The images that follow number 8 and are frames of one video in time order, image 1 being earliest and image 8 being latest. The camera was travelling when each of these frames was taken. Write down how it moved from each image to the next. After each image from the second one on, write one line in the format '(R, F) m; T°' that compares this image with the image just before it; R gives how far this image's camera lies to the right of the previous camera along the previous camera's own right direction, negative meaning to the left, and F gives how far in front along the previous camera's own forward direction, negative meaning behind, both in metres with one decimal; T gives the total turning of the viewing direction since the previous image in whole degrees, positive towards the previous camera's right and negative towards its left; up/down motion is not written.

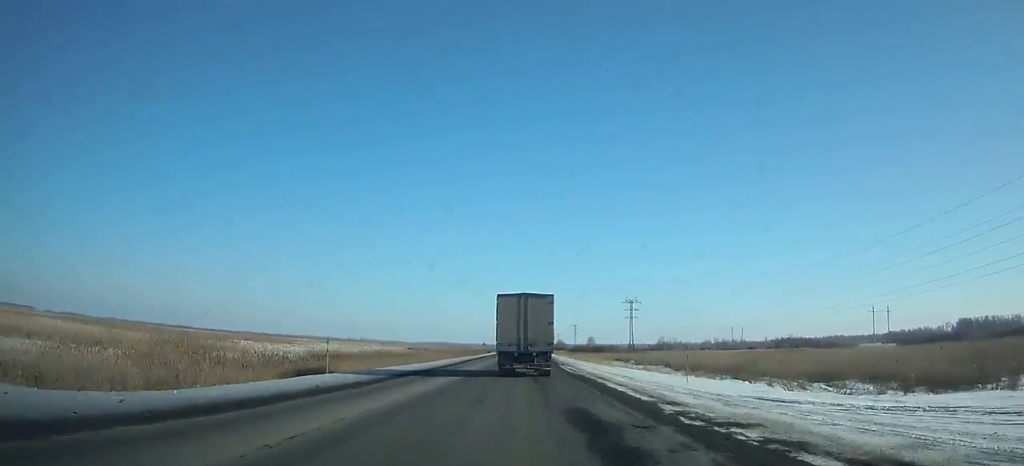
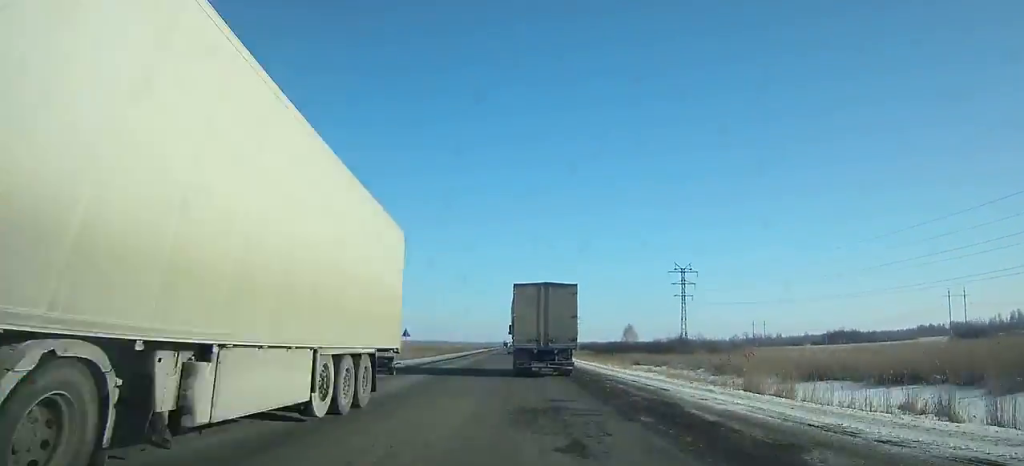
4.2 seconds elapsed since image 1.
(+0.3, +90.0) m; 0°
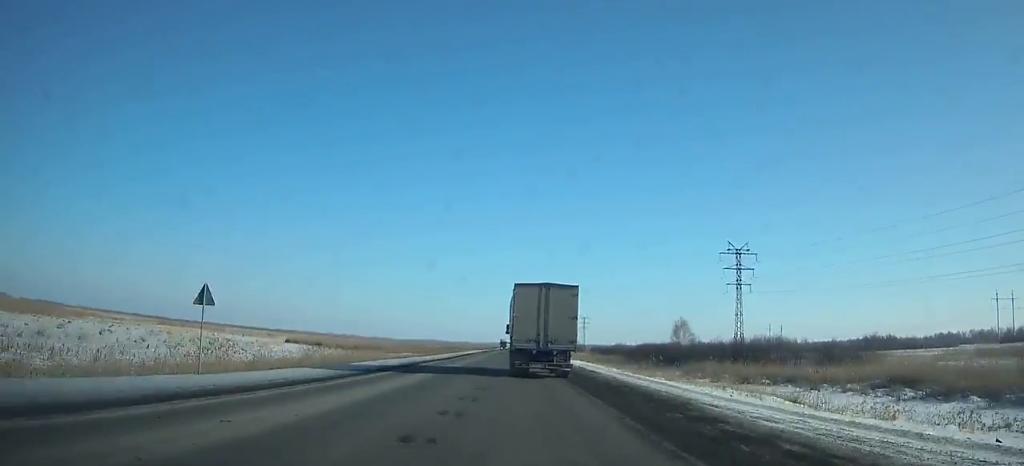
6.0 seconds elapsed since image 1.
(+0.1, +37.7) m; 0°
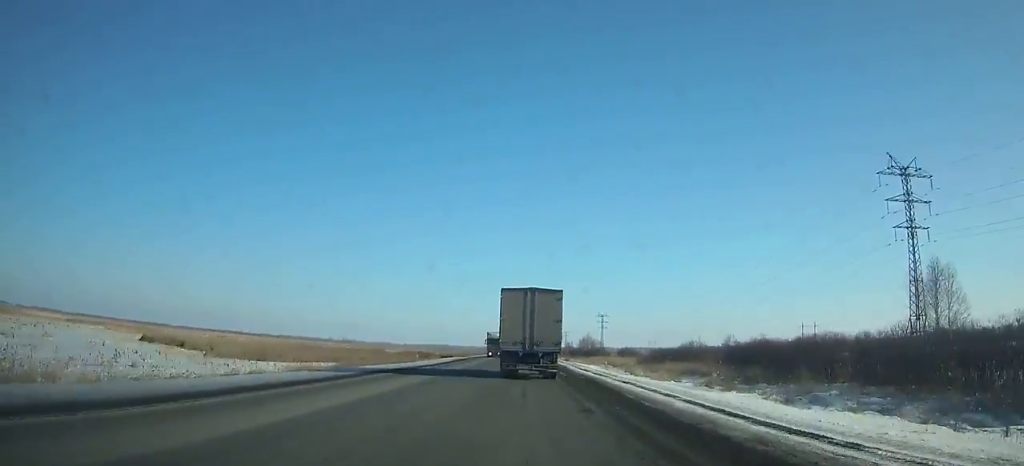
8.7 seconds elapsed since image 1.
(0.0, +55.5) m; 0°
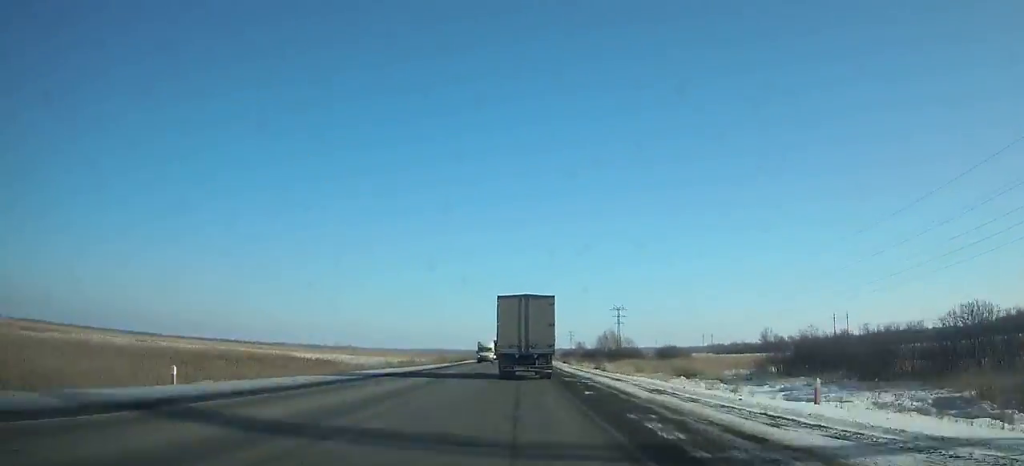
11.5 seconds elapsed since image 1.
(-0.2, +57.6) m; 0°
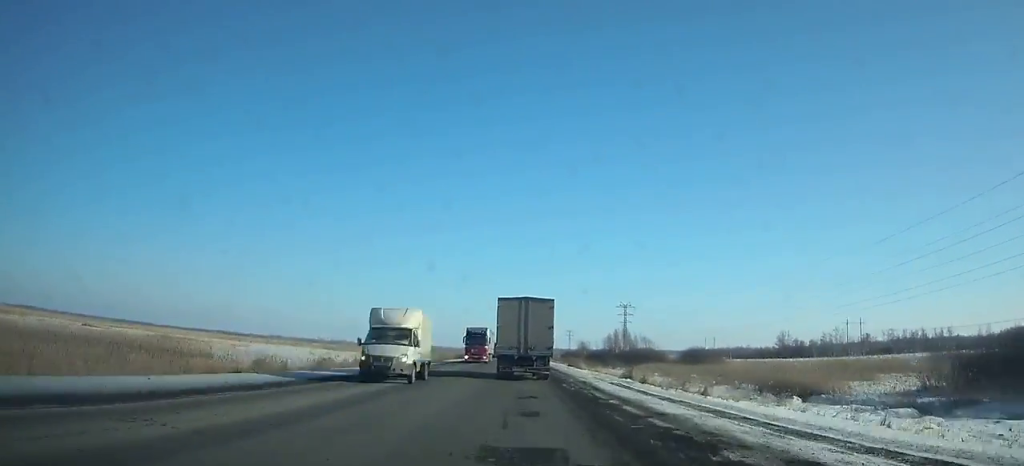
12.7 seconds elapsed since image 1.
(0.0, +24.8) m; 0°
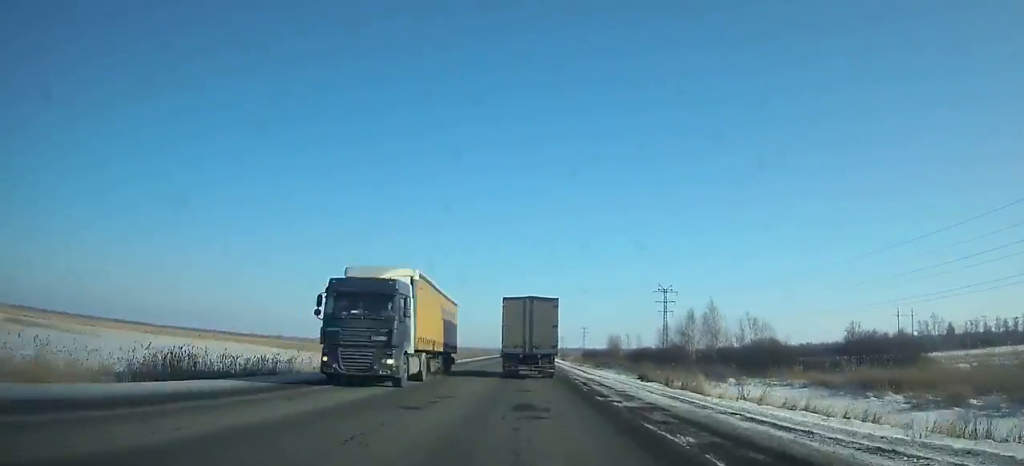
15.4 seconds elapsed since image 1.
(-0.1, +56.6) m; 0°
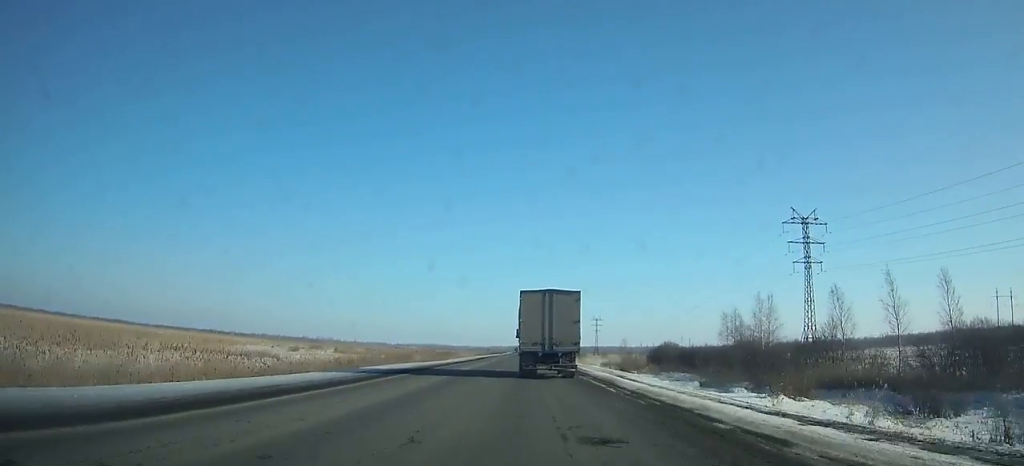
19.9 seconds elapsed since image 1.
(-0.2, +96.9) m; 0°
